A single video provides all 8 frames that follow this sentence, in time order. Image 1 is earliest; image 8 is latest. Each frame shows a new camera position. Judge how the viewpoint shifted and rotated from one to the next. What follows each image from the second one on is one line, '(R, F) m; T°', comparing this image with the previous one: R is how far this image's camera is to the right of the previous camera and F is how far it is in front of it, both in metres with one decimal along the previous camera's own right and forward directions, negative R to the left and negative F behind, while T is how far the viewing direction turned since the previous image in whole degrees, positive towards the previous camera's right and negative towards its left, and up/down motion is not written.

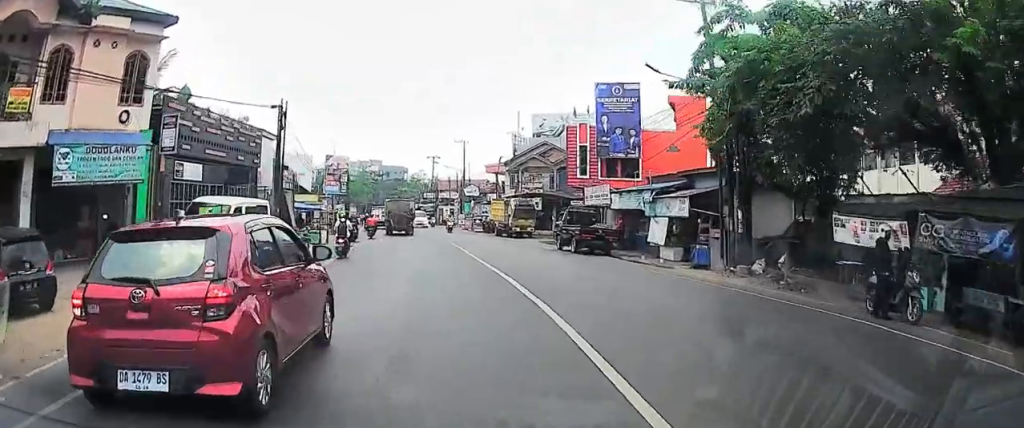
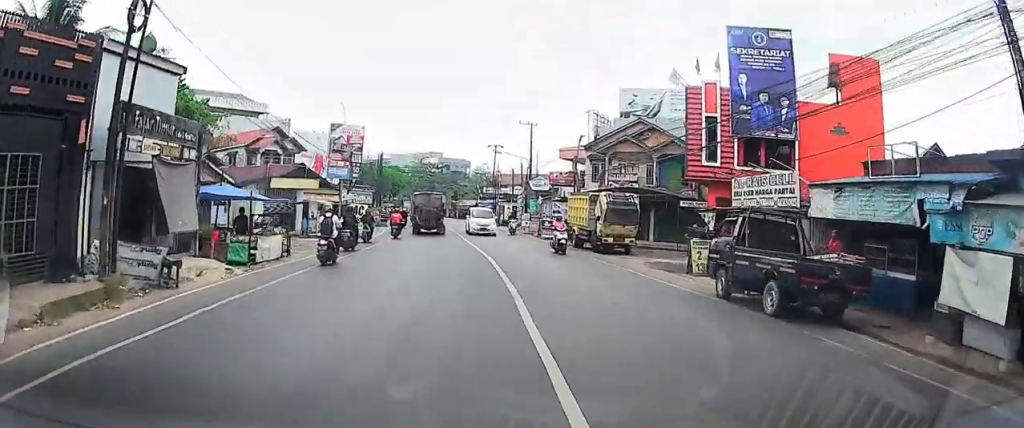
(-1.0, +12.6) m; -8°
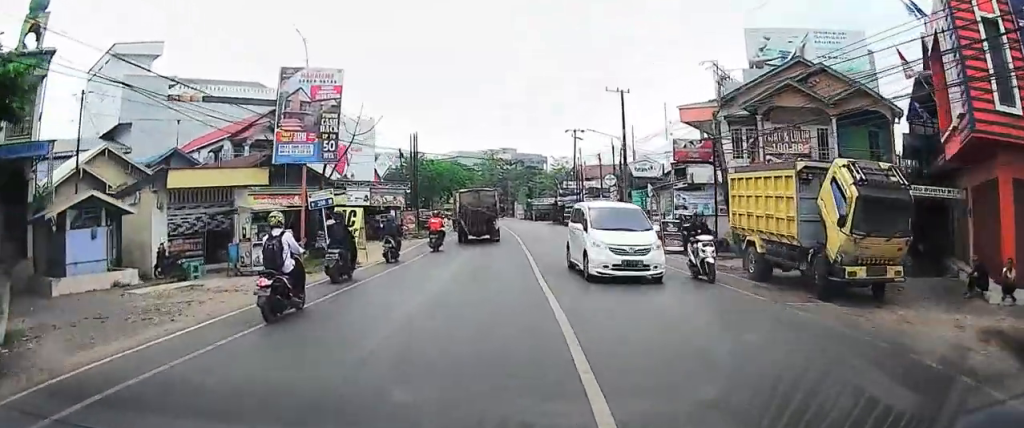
(-0.7, +14.4) m; -7°
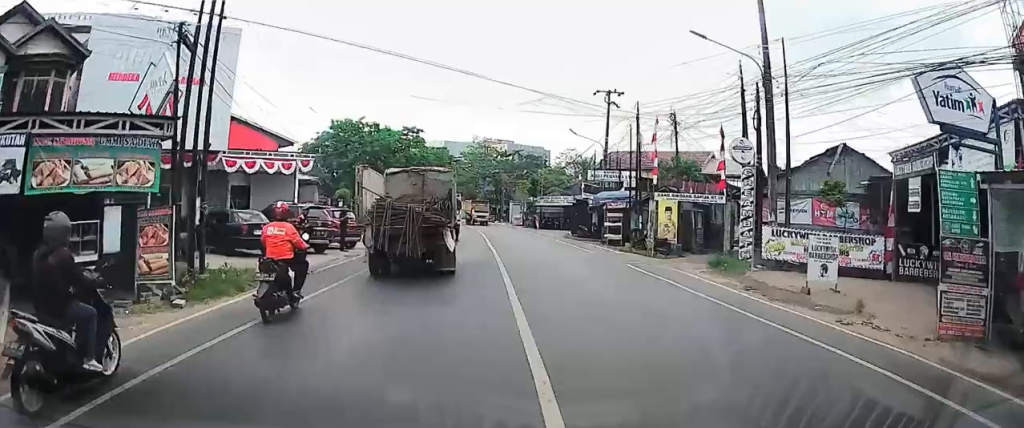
(-2.1, +23.6) m; -6°
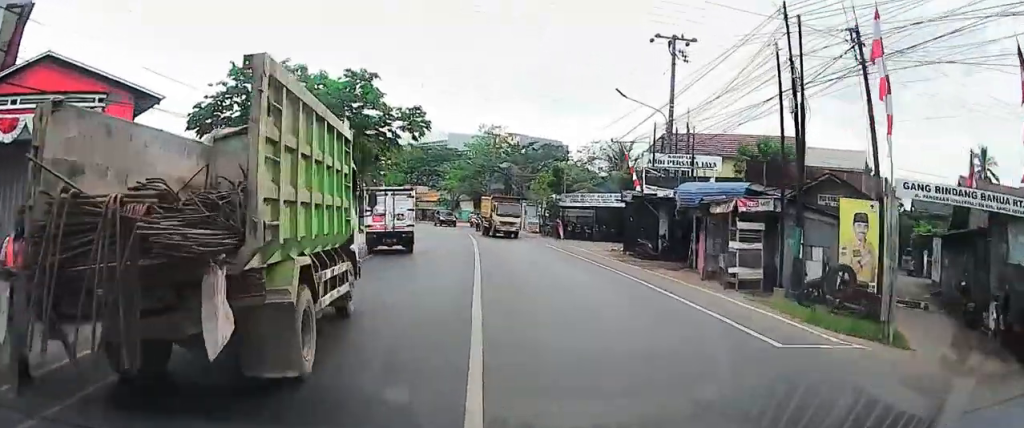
(+0.3, +17.1) m; +1°
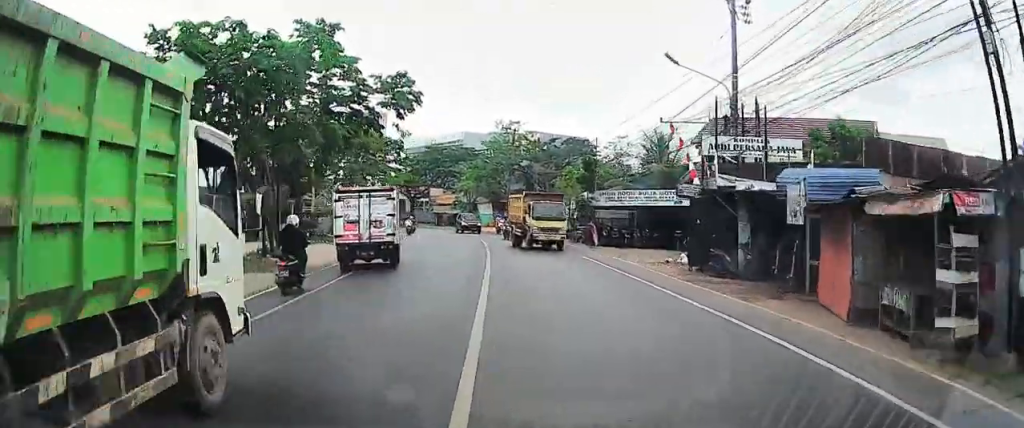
(+0.1, +7.8) m; 0°
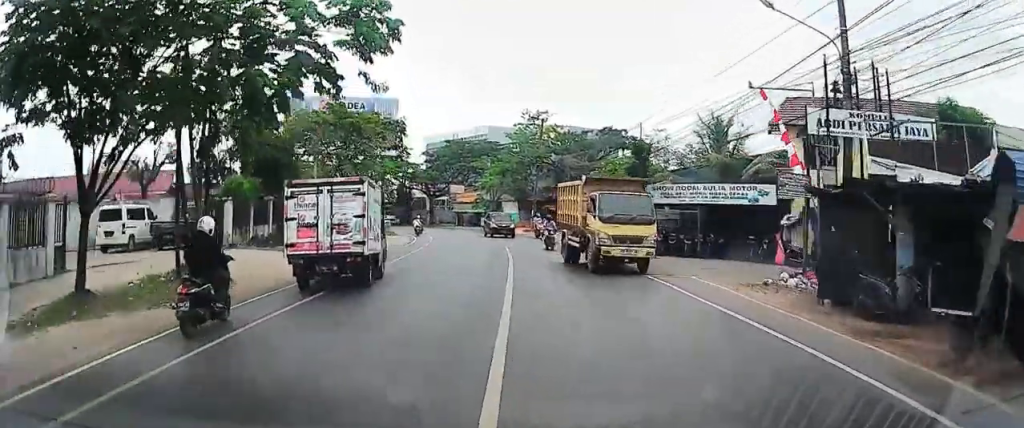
(-0.1, +7.4) m; -2°
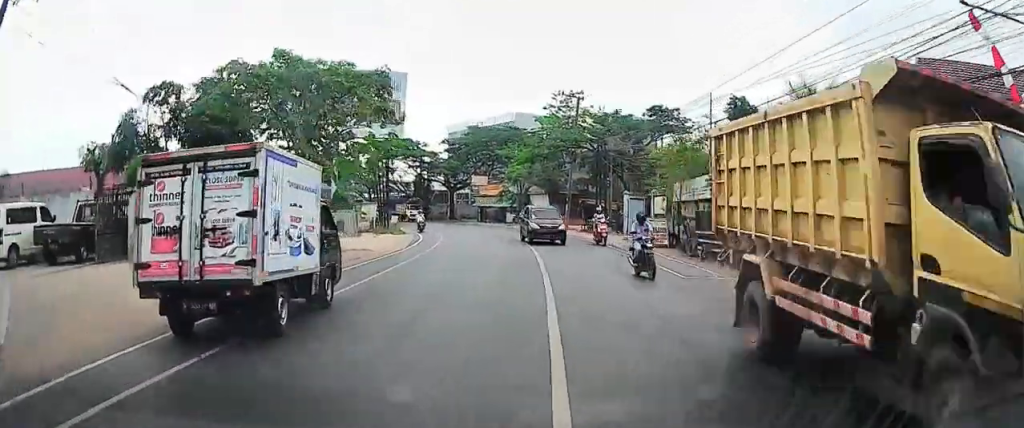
(+0.1, +9.6) m; -2°
